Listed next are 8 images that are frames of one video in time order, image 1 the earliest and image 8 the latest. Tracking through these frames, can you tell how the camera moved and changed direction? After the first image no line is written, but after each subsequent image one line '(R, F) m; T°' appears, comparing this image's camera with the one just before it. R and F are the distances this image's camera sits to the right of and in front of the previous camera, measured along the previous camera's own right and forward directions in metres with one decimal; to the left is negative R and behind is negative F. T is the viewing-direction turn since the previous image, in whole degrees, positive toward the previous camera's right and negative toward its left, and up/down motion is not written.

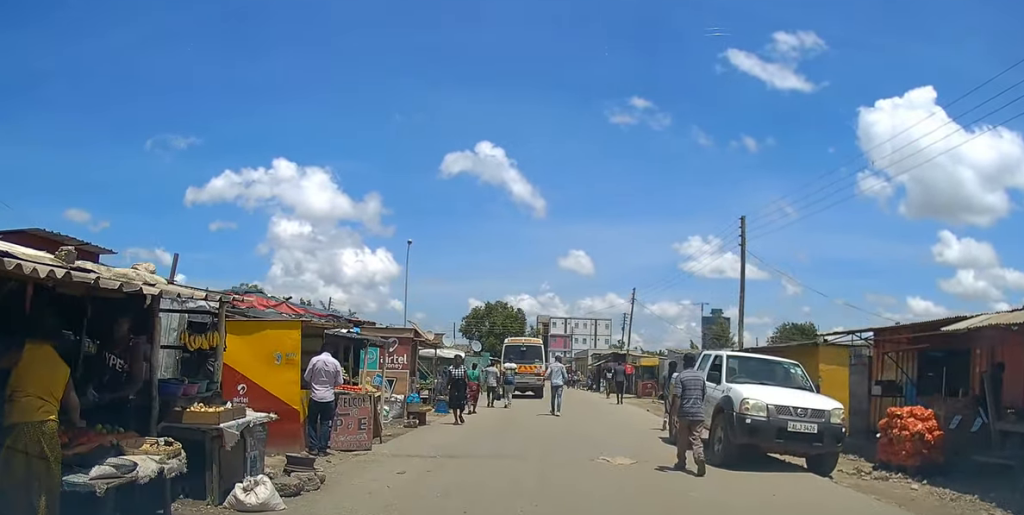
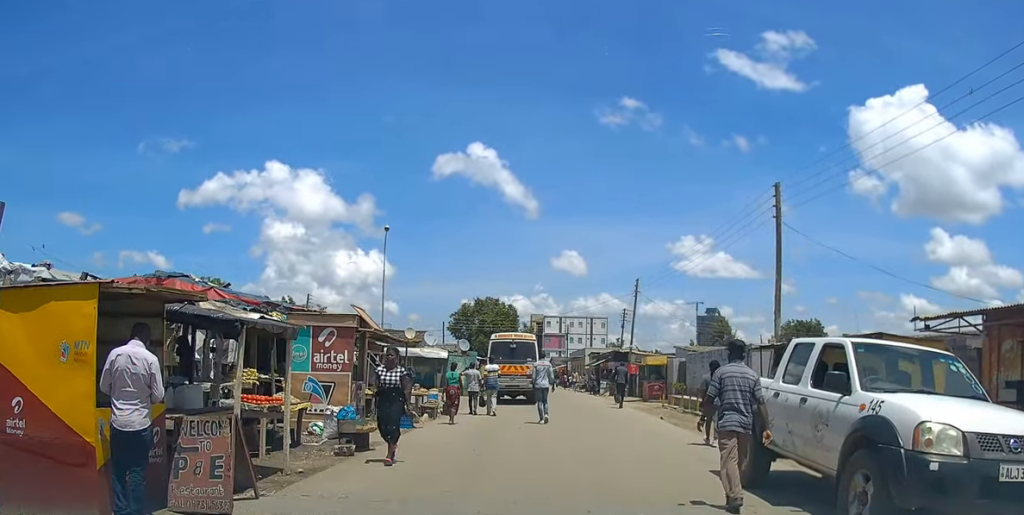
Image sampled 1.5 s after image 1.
(+0.1, +5.0) m; +1°
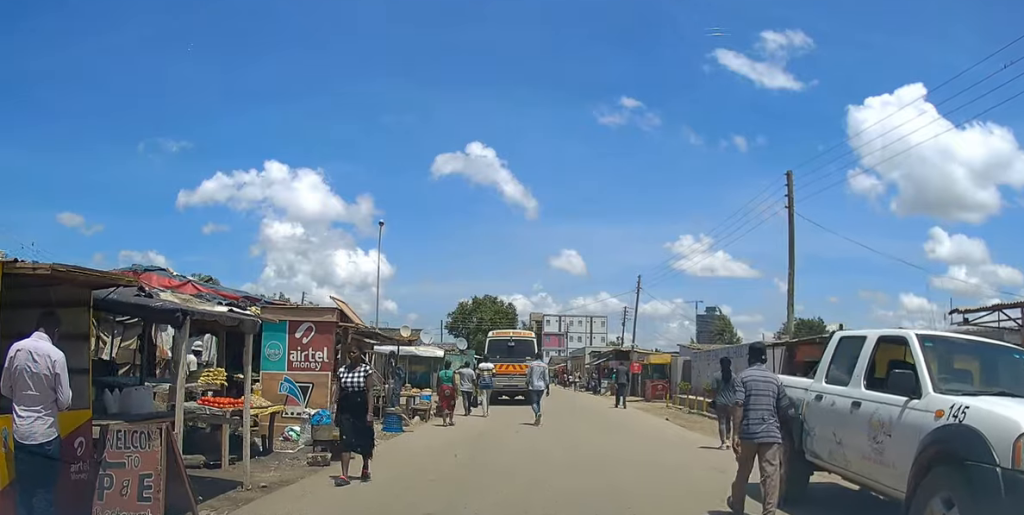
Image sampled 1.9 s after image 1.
(0.0, +1.3) m; 0°
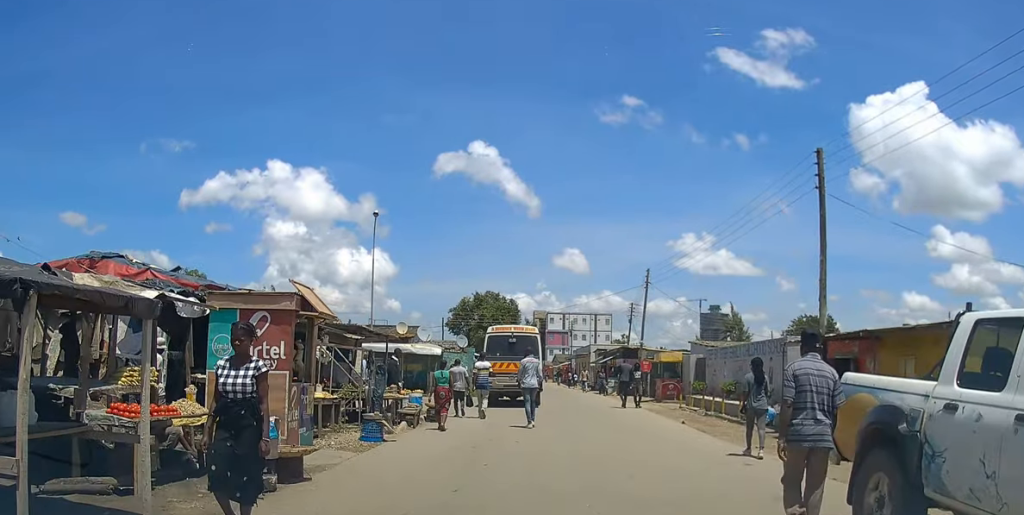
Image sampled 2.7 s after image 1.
(0.0, +2.2) m; -3°
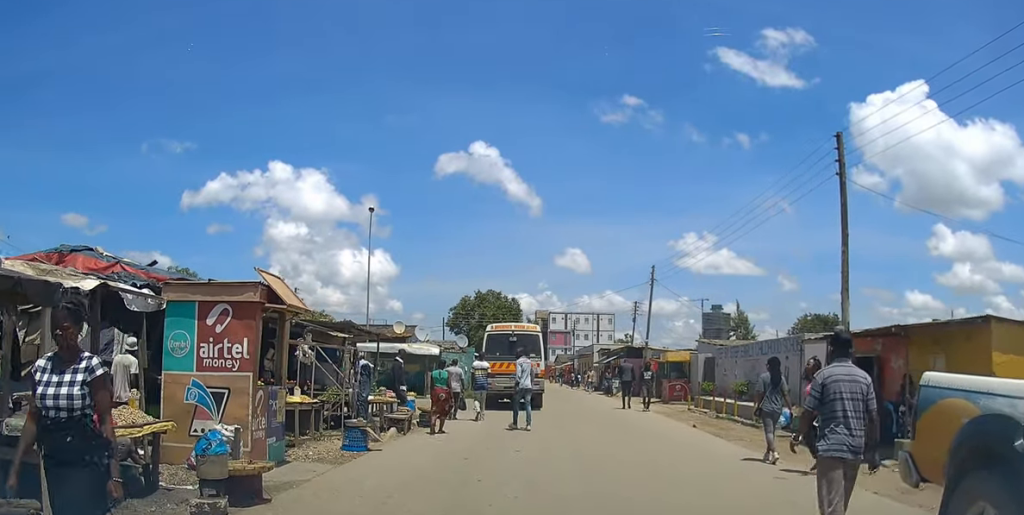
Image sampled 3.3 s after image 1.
(0.0, +1.5) m; 0°
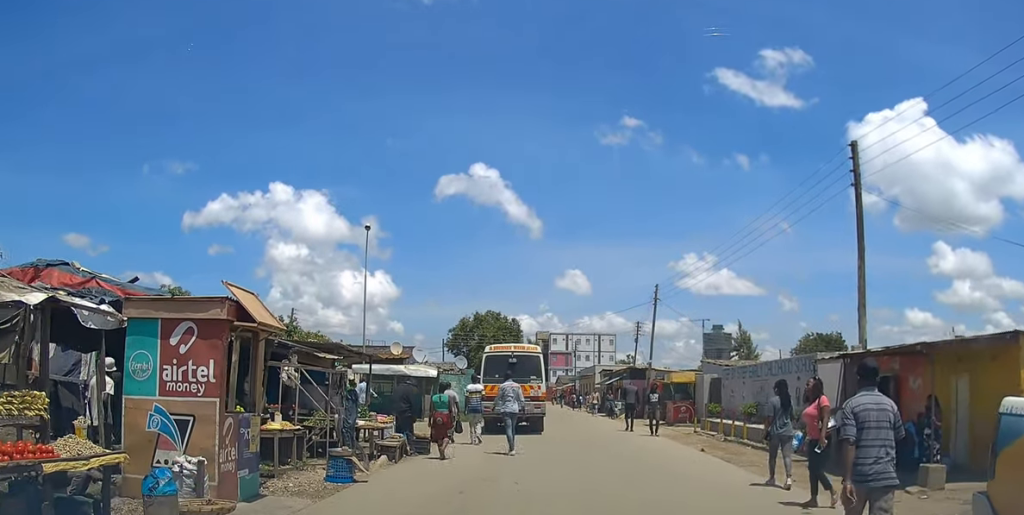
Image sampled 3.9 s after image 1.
(-0.1, +1.1) m; +2°
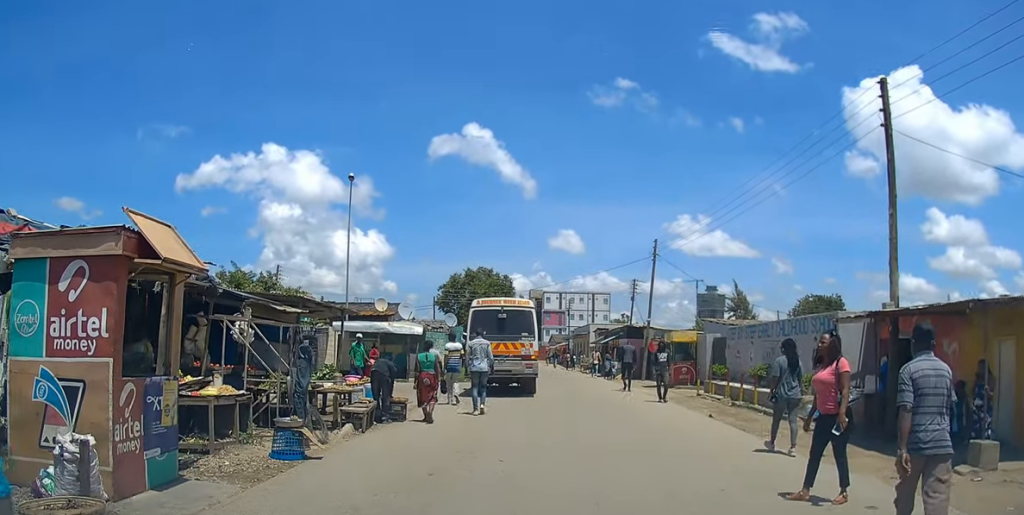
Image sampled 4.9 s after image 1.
(+0.2, +1.8) m; +2°
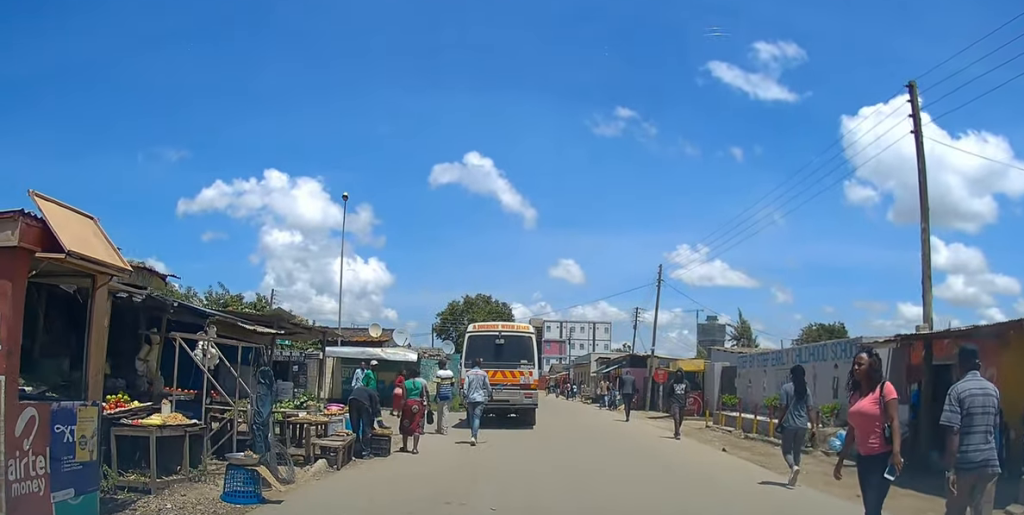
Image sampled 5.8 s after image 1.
(-0.1, +1.4) m; -2°
